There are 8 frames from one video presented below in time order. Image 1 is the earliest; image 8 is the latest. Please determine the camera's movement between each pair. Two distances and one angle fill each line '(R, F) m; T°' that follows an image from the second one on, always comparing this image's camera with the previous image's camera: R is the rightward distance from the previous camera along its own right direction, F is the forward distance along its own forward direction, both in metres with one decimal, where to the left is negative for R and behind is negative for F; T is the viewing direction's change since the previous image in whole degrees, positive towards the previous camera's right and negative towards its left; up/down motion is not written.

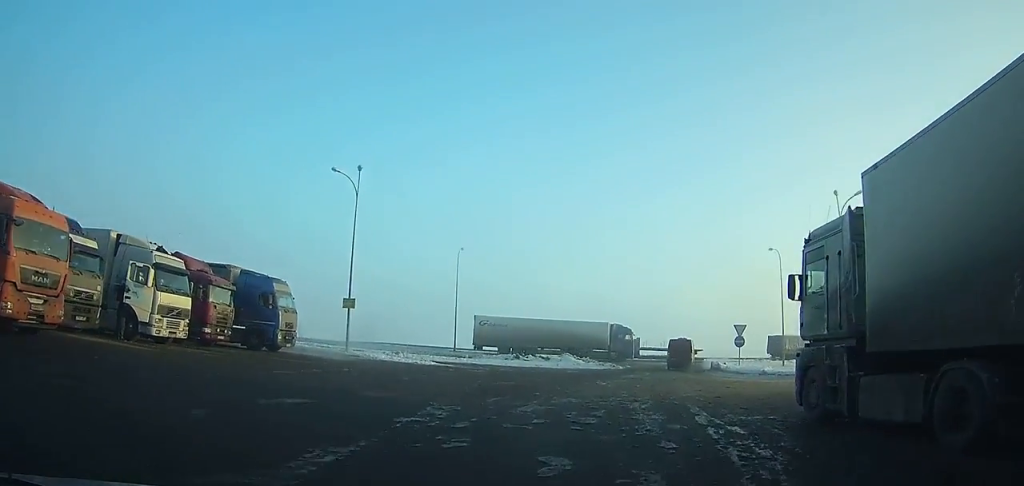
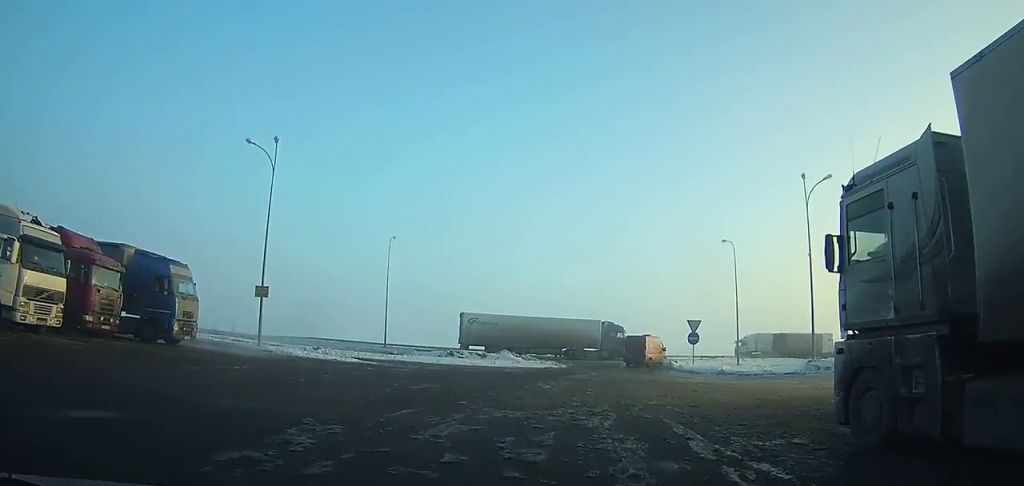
(+0.2, +4.0) m; +4°
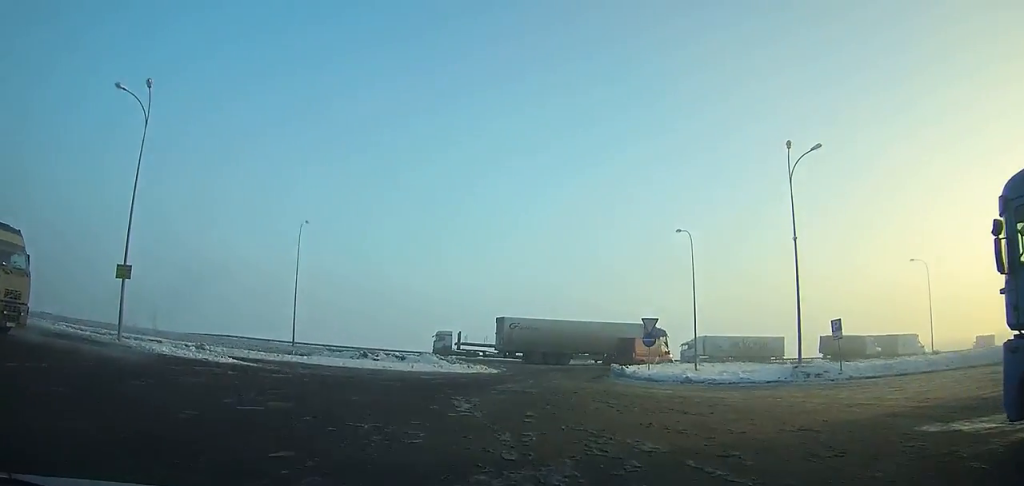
(+0.4, +6.5) m; +6°
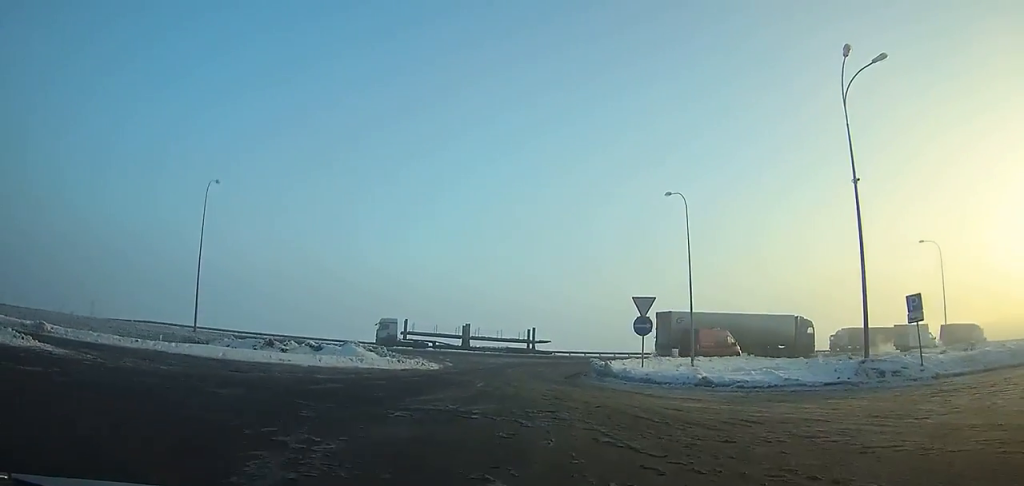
(+0.4, +7.9) m; +2°
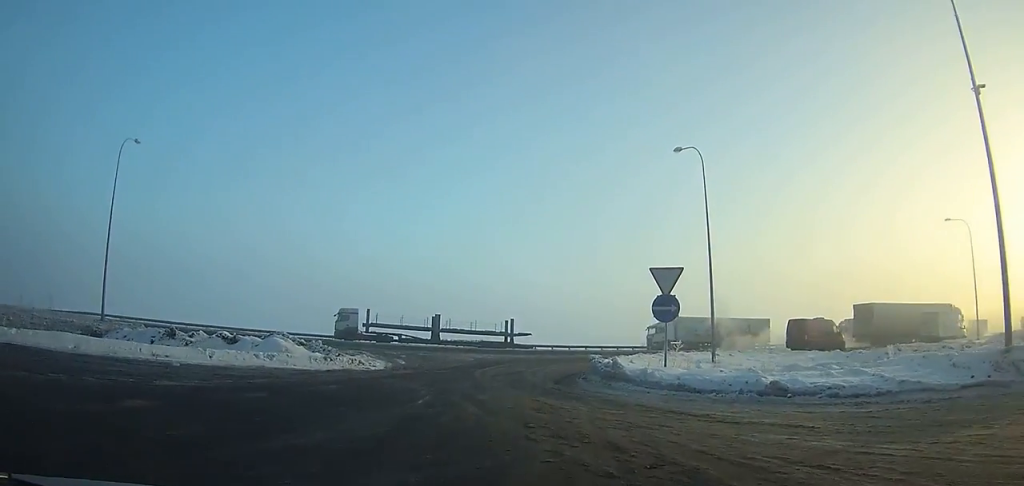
(-0.1, +7.0) m; +1°
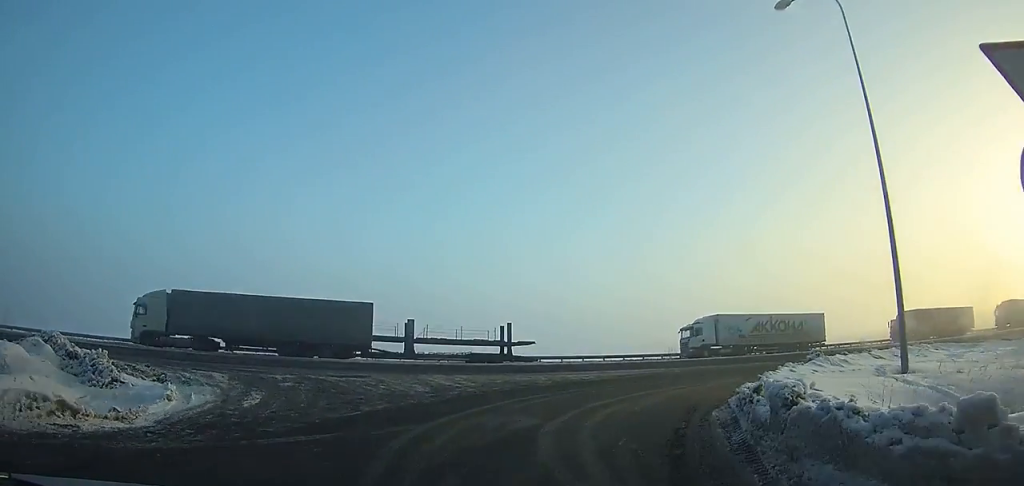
(+1.1, +16.3) m; +17°
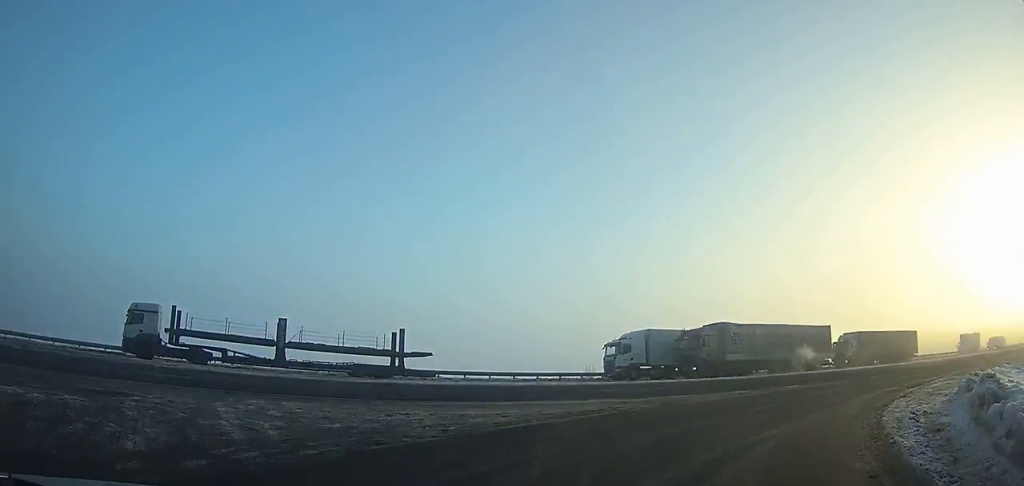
(+1.1, +8.7) m; +19°
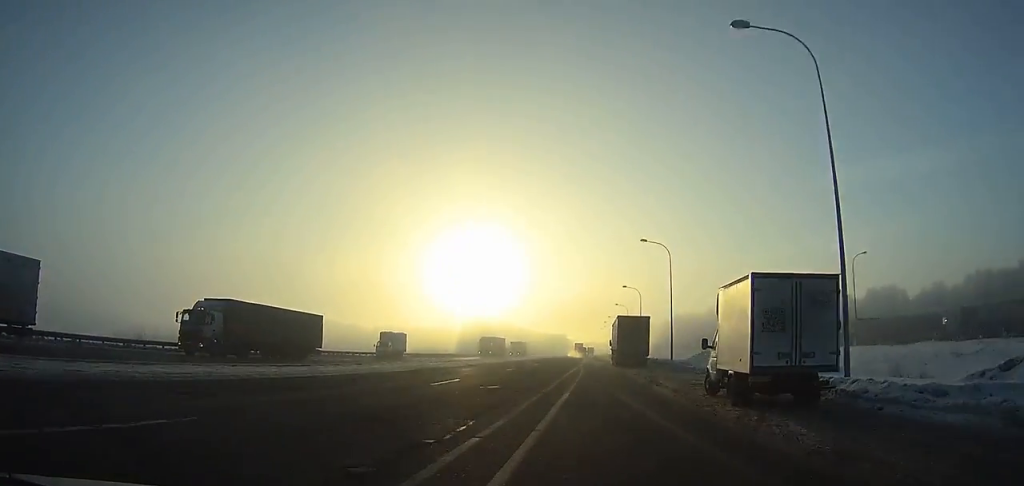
(+12.6, +28.7) m; +34°
